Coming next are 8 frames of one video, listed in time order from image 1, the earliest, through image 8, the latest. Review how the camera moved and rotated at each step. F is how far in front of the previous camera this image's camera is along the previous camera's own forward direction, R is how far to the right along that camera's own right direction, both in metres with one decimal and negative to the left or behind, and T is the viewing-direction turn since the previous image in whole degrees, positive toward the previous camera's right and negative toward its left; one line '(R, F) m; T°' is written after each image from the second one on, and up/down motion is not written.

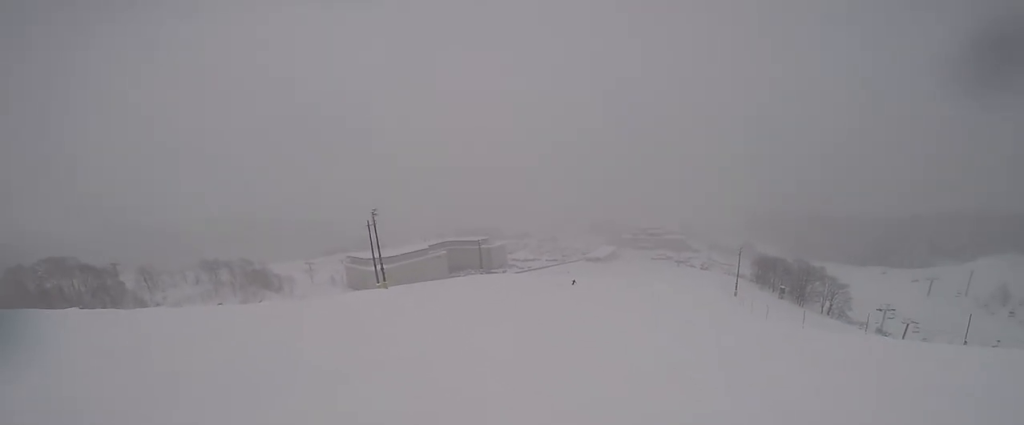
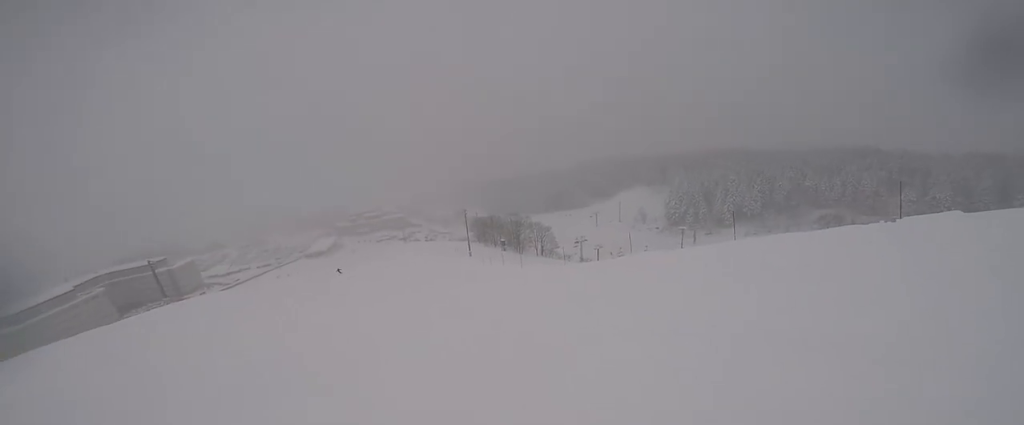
(+3.6, +7.8) m; +50°
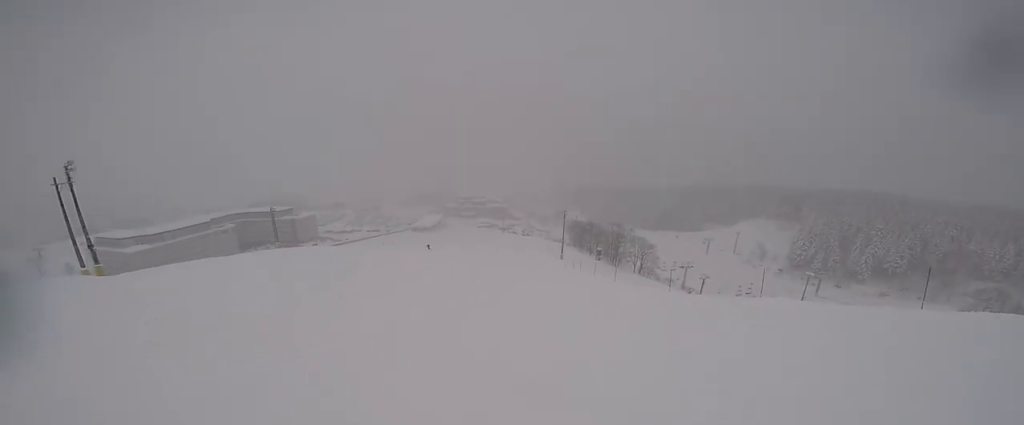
(+1.3, +4.7) m; +1°
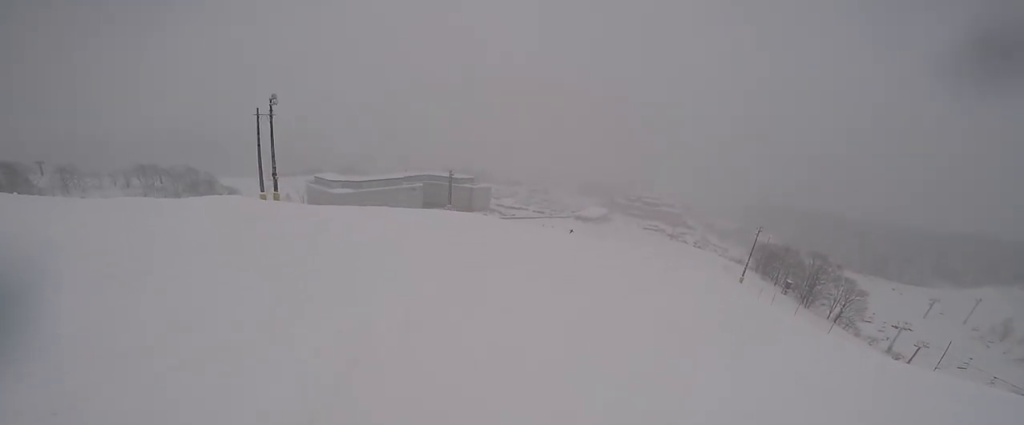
(-2.2, +6.6) m; -36°
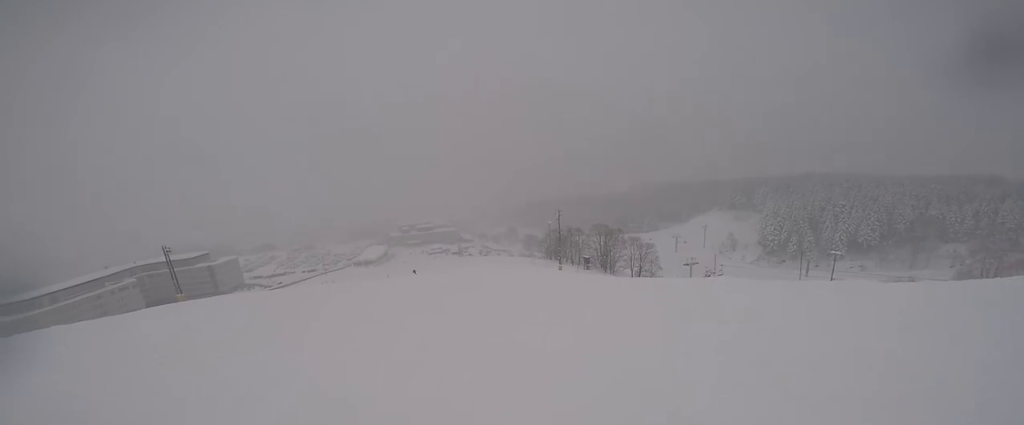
(+3.9, +15.3) m; +36°
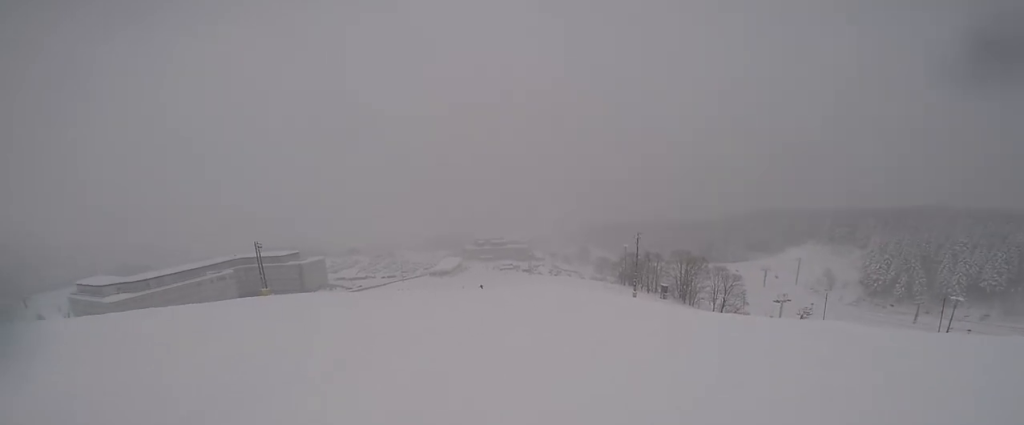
(+0.5, +2.6) m; -2°
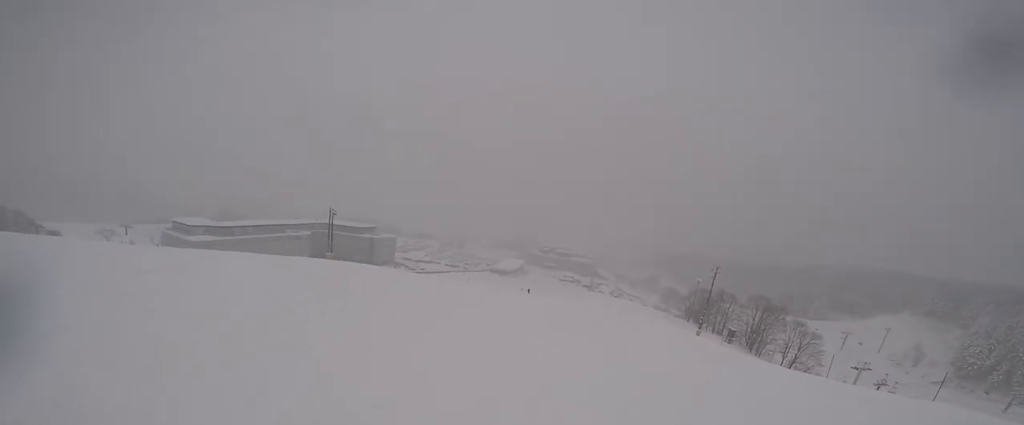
(-0.2, +3.2) m; -8°
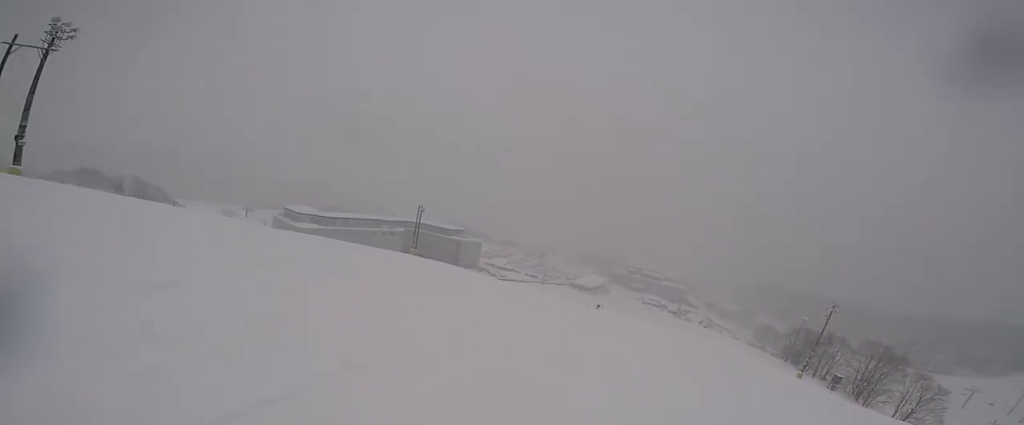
(-0.5, +3.7) m; -14°
